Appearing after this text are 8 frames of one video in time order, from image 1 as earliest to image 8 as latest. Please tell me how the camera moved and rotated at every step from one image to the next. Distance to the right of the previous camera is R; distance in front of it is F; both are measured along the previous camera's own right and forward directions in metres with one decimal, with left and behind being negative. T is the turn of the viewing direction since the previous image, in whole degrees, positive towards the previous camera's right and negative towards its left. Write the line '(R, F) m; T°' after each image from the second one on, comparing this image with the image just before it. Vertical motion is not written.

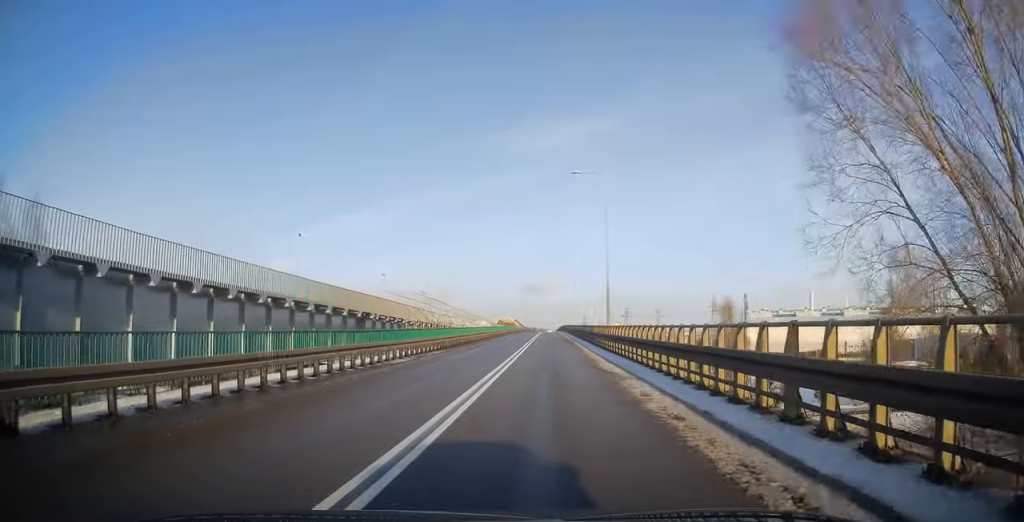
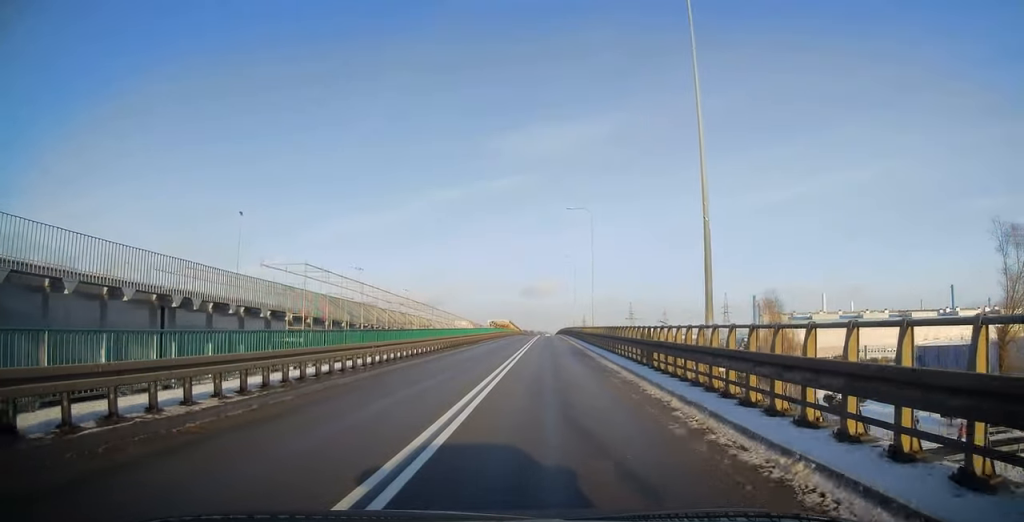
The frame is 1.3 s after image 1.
(0.0, +21.0) m; 0°
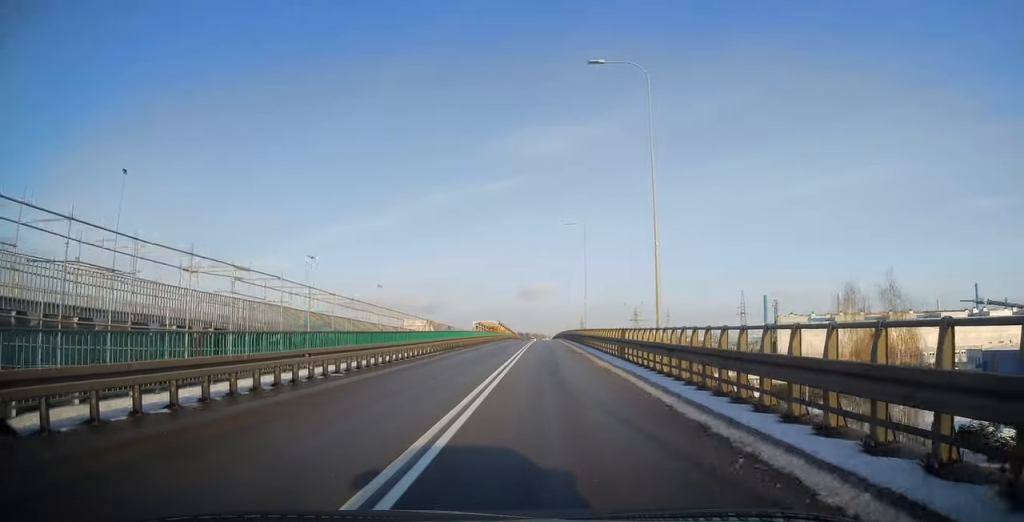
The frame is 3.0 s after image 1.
(0.0, +26.4) m; 0°
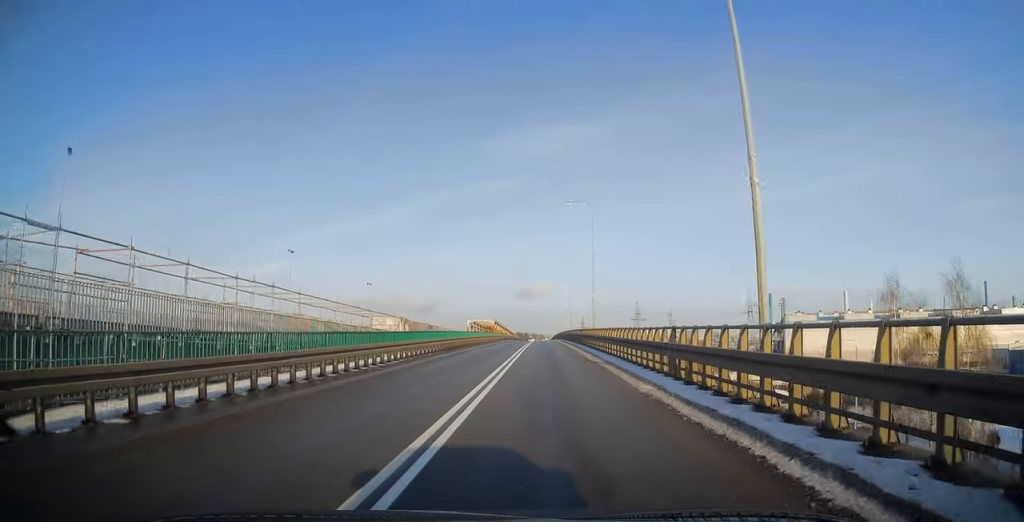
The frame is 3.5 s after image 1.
(0.0, +9.1) m; 0°
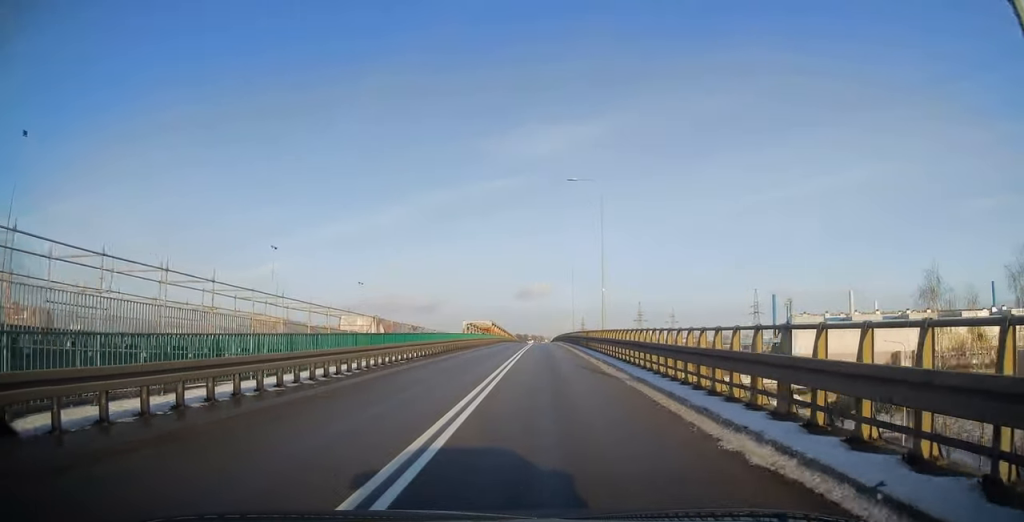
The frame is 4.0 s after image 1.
(0.0, +6.7) m; 0°
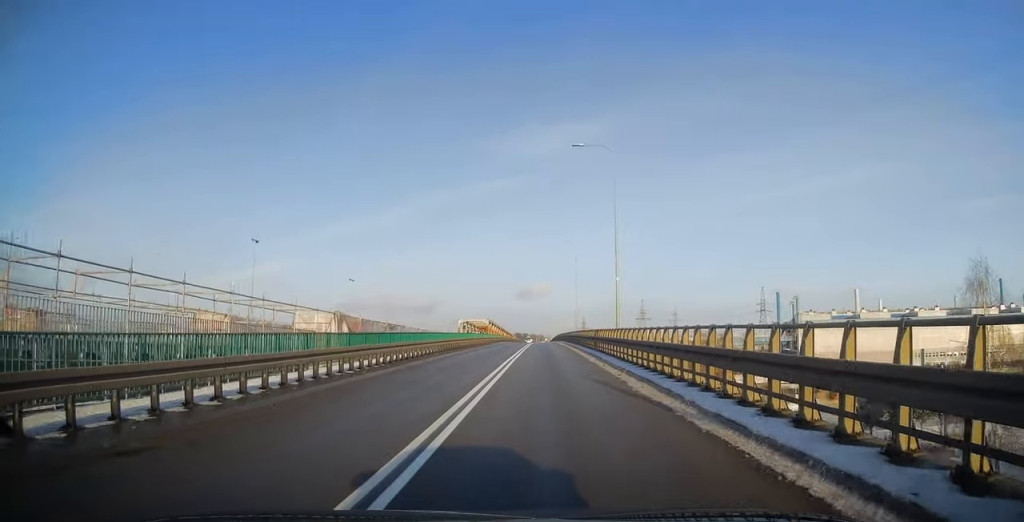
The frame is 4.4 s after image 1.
(0.0, +6.7) m; 0°
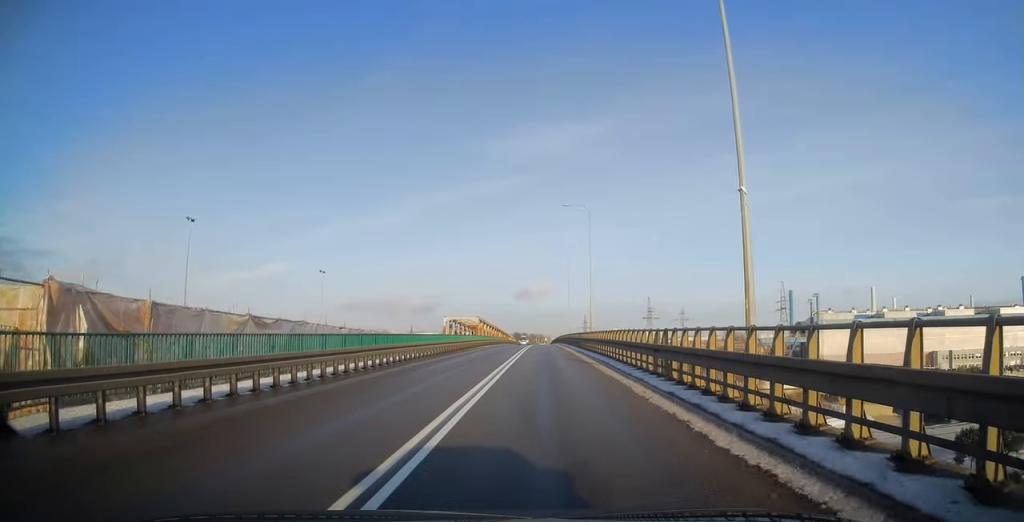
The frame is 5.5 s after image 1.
(0.0, +18.2) m; 0°
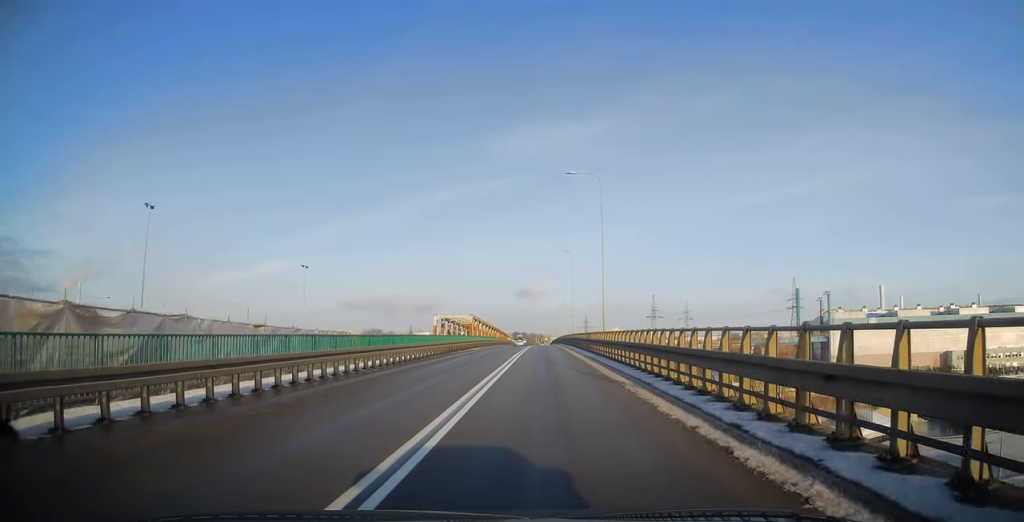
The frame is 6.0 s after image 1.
(0.0, +8.8) m; 0°
